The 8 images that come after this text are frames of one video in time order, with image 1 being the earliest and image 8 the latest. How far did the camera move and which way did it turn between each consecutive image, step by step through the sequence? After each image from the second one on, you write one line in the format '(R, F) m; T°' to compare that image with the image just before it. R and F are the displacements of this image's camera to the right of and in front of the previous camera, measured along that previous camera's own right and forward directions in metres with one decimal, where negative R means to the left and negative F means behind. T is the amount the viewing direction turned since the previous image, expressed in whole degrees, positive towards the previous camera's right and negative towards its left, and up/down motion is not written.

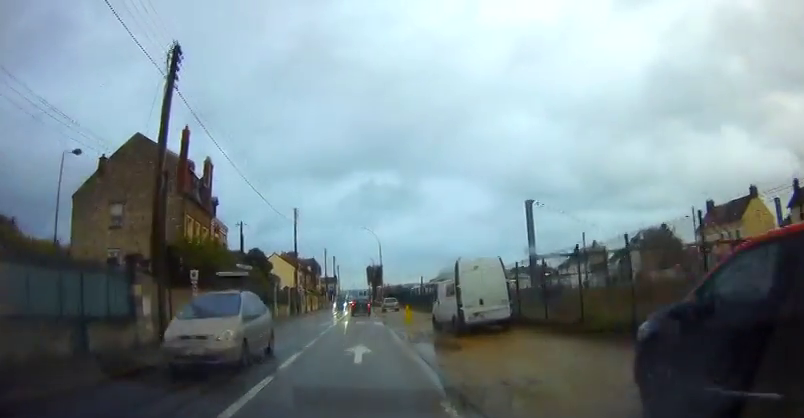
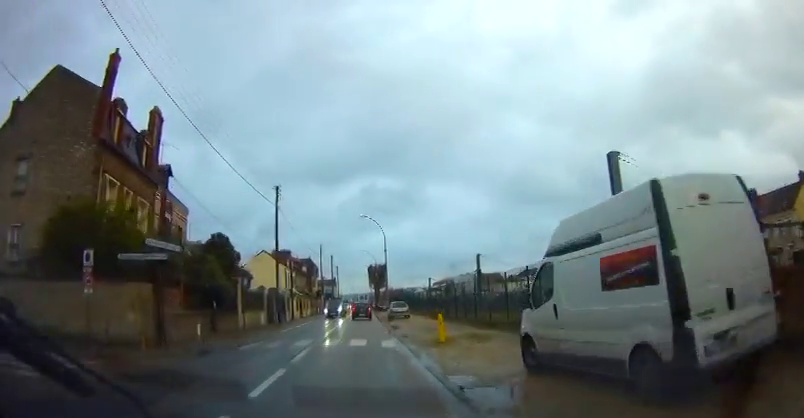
(+0.2, +11.2) m; +1°
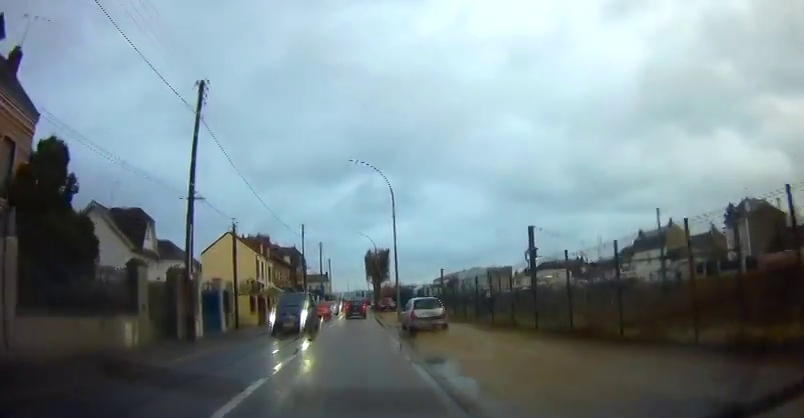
(+0.1, +18.9) m; -1°
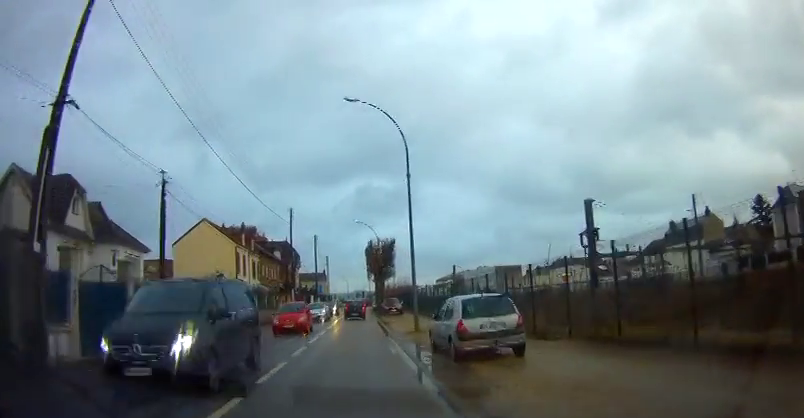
(-0.3, +9.9) m; 0°
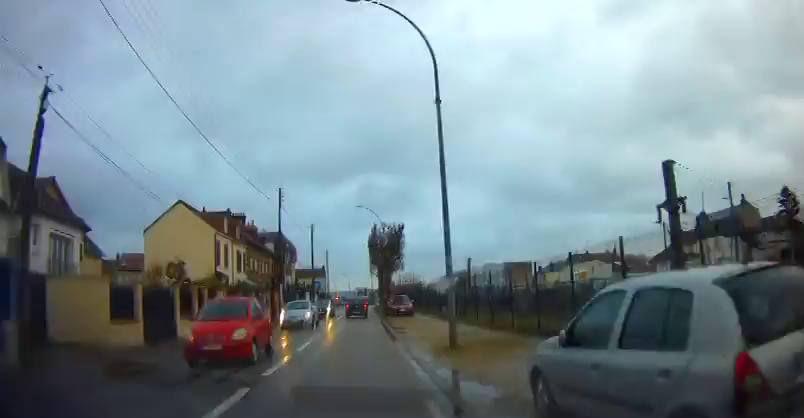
(+0.2, +8.0) m; 0°
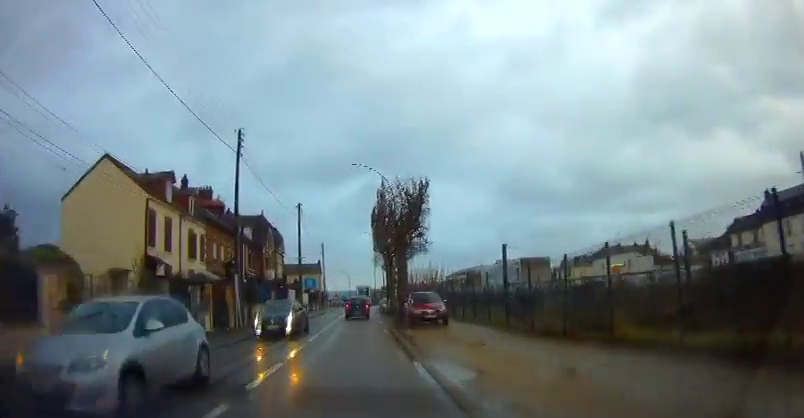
(-0.1, +14.5) m; -1°
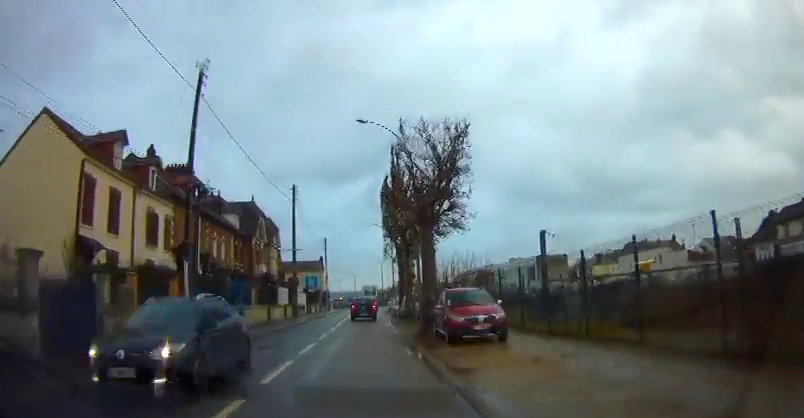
(0.0, +8.3) m; 0°
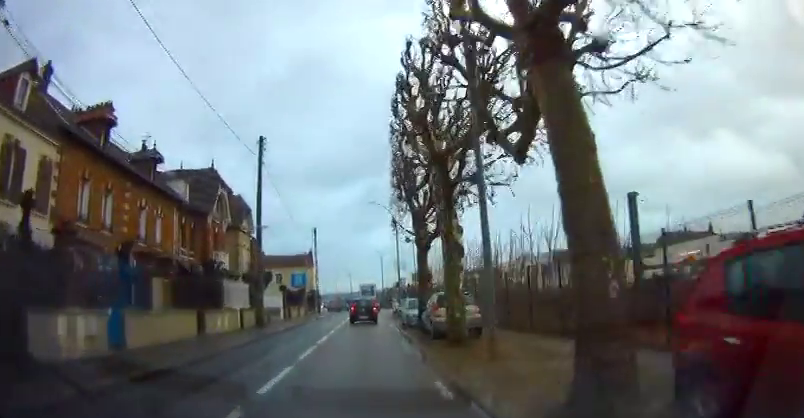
(+0.1, +13.6) m; 0°
